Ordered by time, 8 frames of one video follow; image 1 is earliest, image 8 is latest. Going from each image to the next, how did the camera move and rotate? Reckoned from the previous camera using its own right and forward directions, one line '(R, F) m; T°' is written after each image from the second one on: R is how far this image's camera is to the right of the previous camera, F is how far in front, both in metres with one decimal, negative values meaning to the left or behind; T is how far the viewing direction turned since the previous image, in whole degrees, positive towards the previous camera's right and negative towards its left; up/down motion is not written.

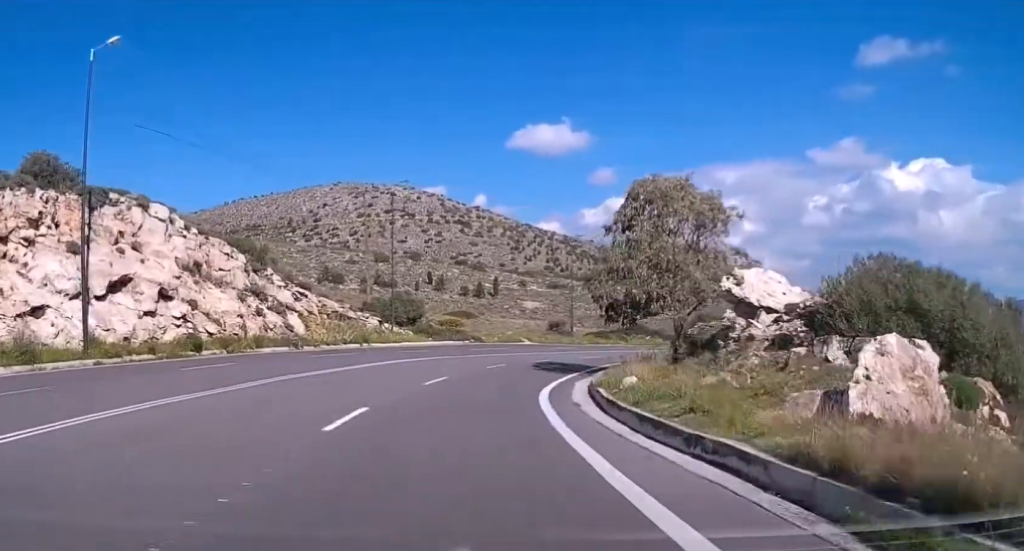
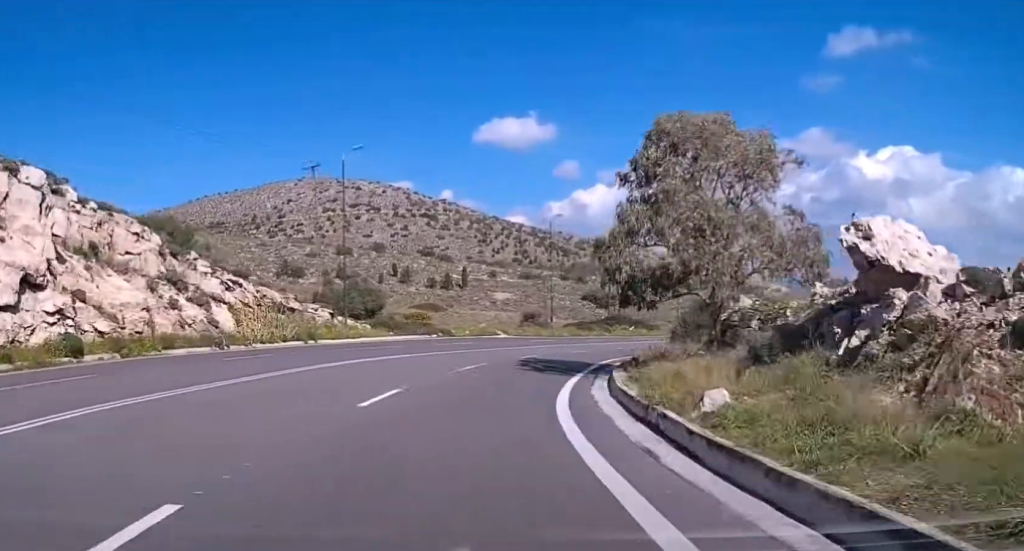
(+0.1, +9.3) m; +3°
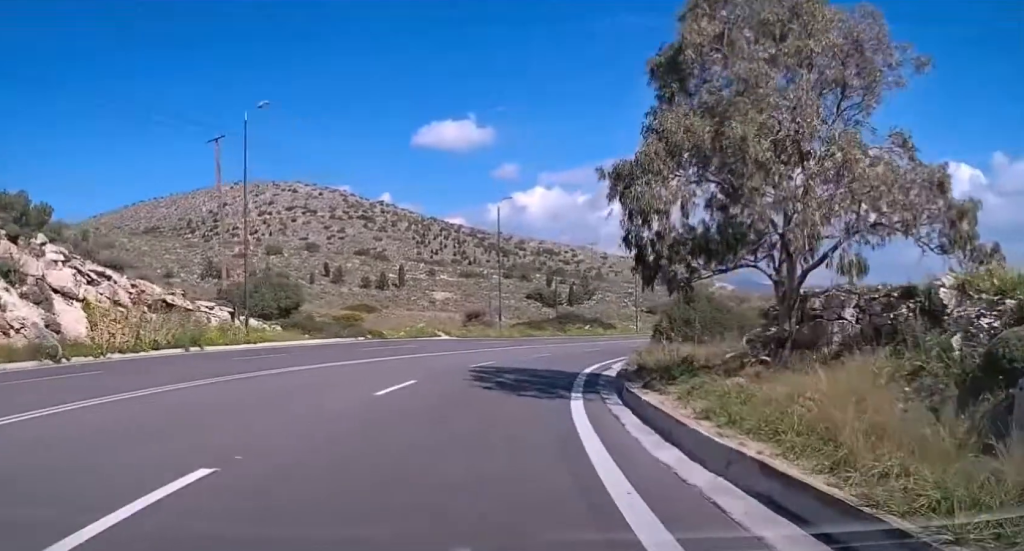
(+0.6, +10.8) m; +5°
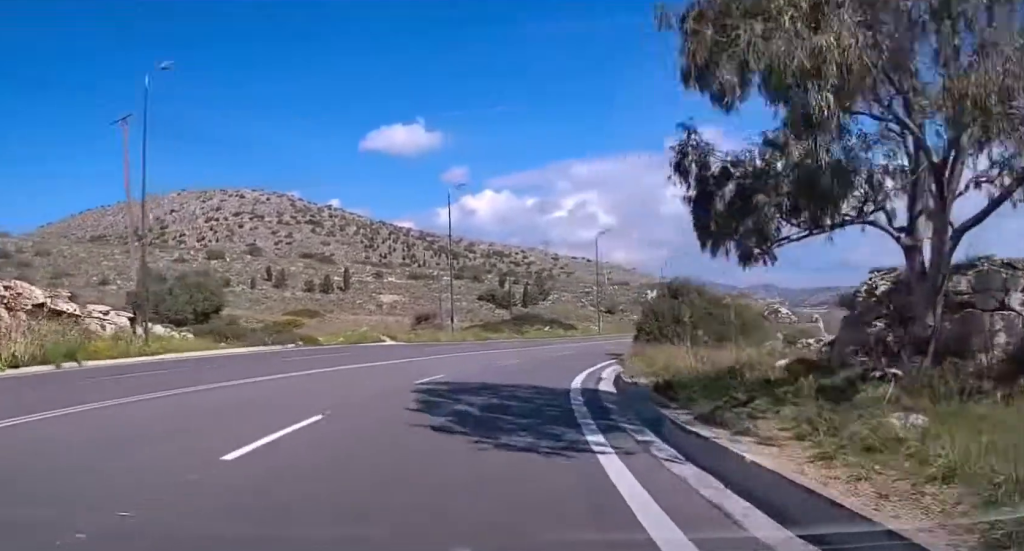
(0.0, +7.0) m; +3°
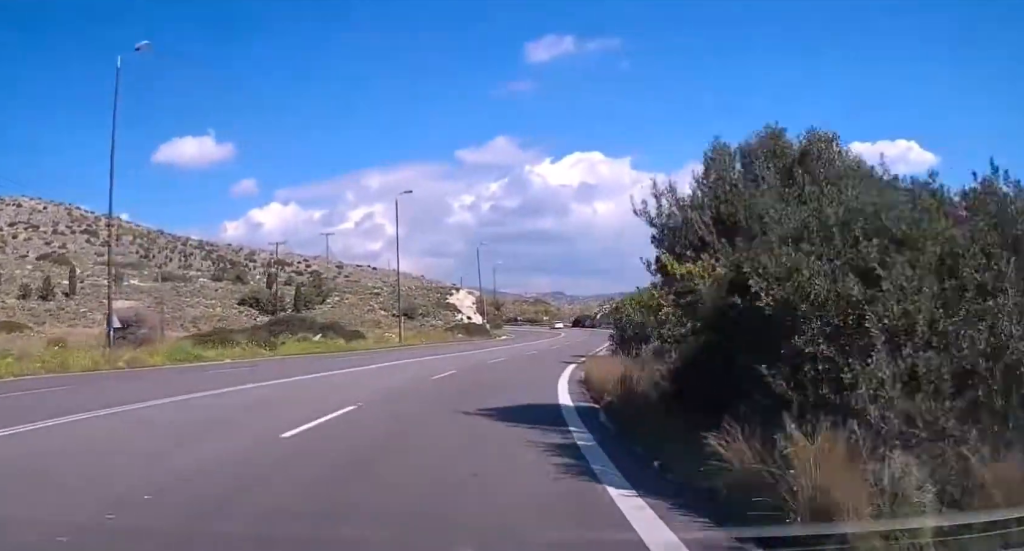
(+4.1, +32.2) m; +14°
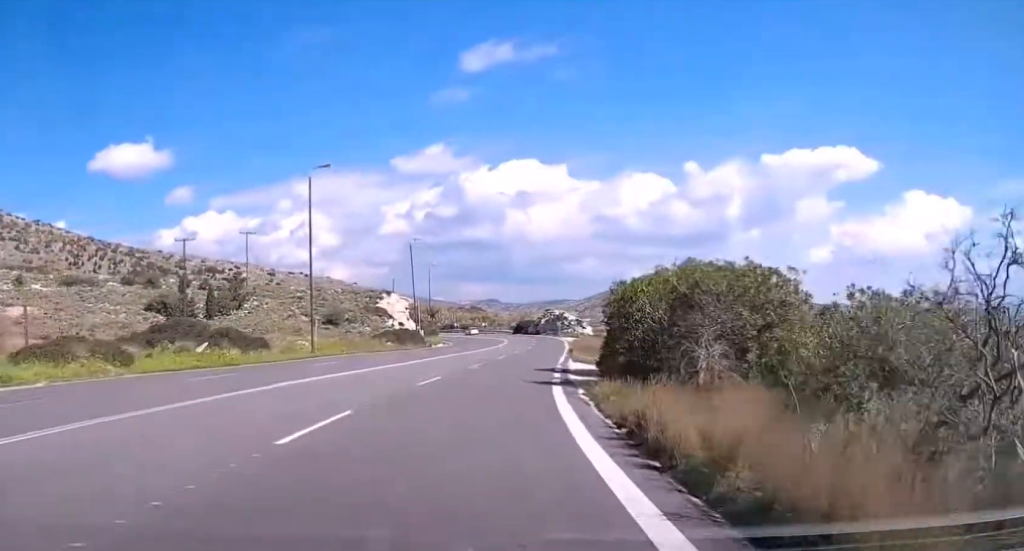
(+0.7, +12.0) m; +4°
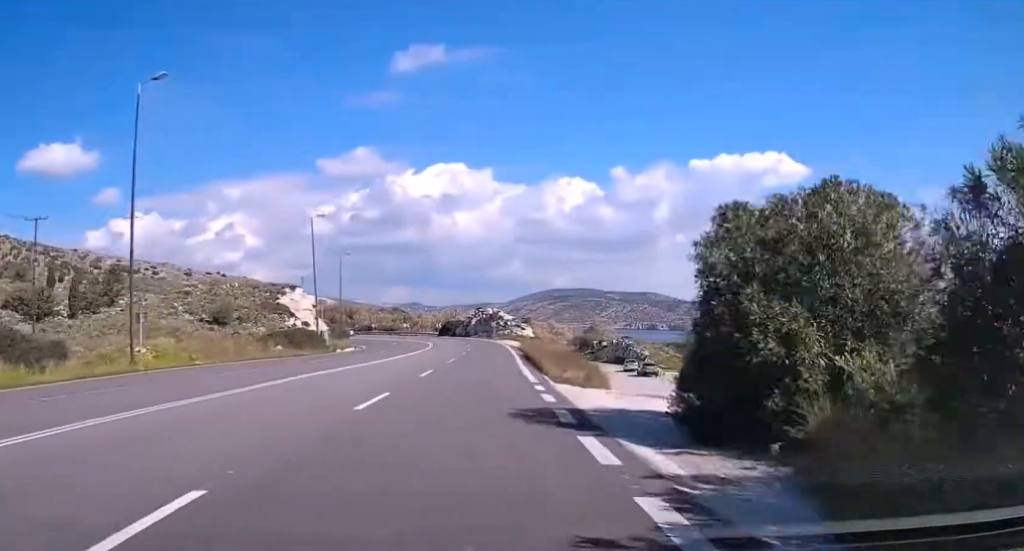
(+0.9, +18.4) m; +5°
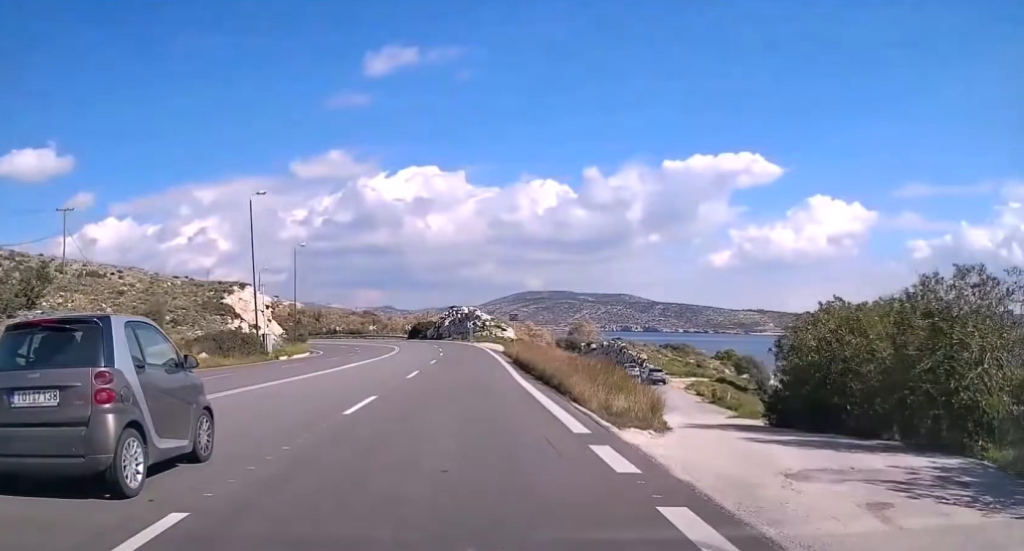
(+0.3, +12.2) m; +2°
